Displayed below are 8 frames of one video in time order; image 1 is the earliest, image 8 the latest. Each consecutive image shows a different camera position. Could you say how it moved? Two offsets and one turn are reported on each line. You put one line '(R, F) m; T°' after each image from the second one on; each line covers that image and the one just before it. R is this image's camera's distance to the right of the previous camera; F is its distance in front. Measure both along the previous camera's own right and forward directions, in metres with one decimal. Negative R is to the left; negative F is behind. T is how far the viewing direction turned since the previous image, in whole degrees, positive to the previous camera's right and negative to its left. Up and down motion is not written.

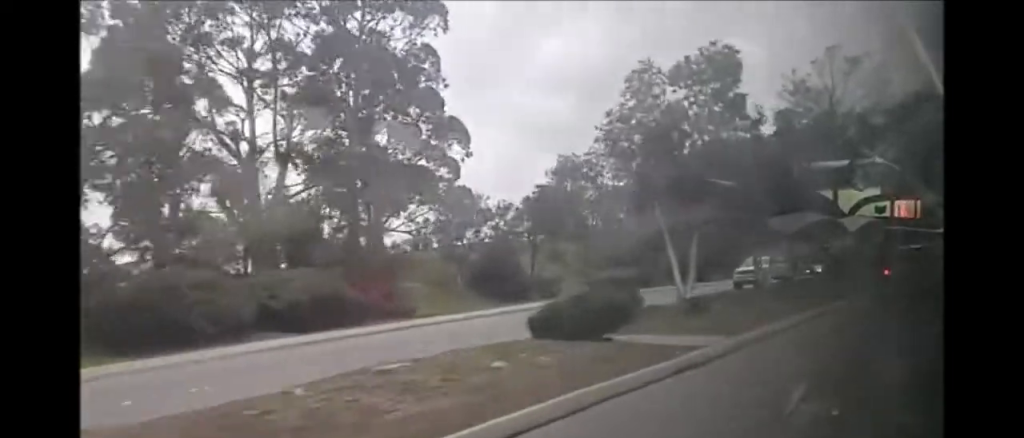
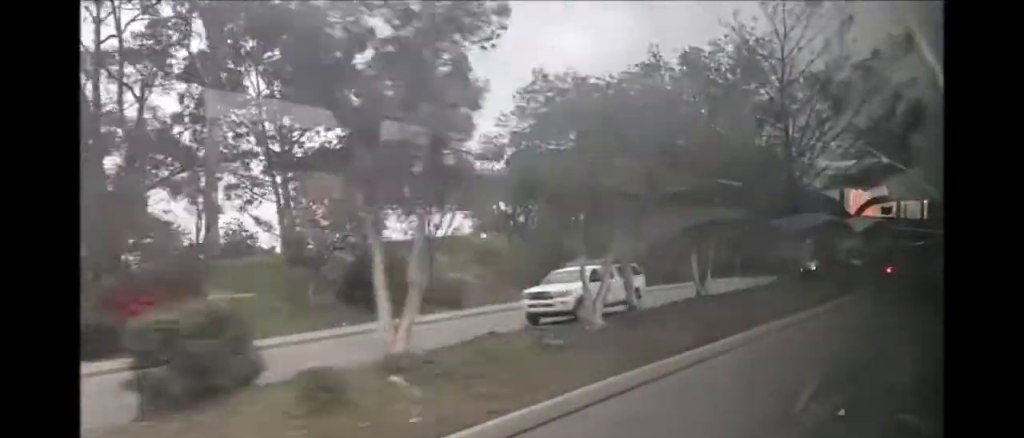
(+0.4, +10.9) m; +1°
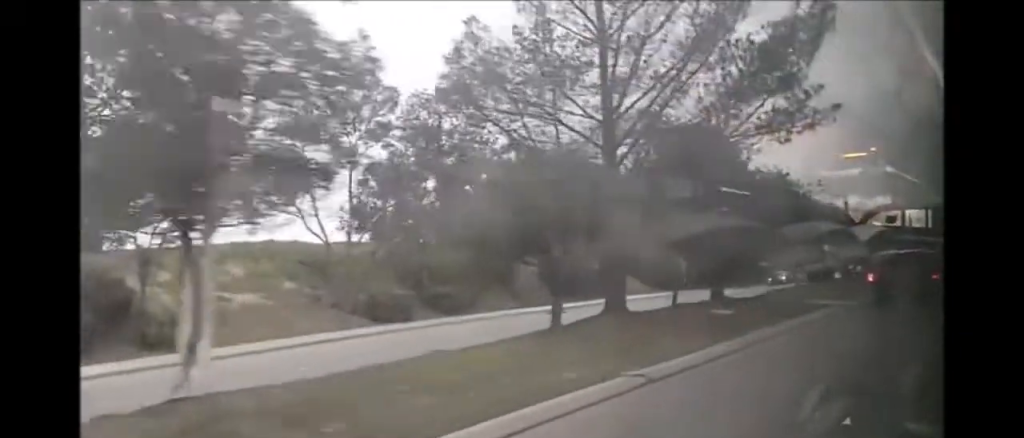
(+0.1, +15.1) m; -1°
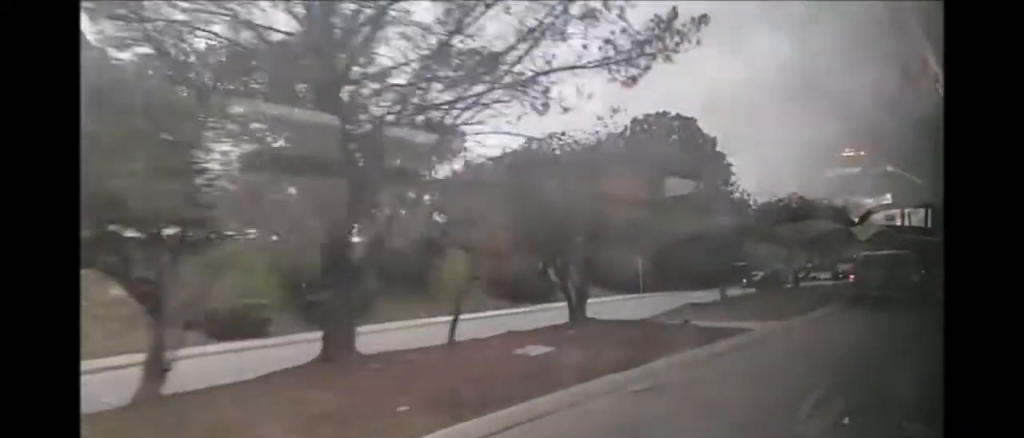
(-0.2, +8.0) m; -1°
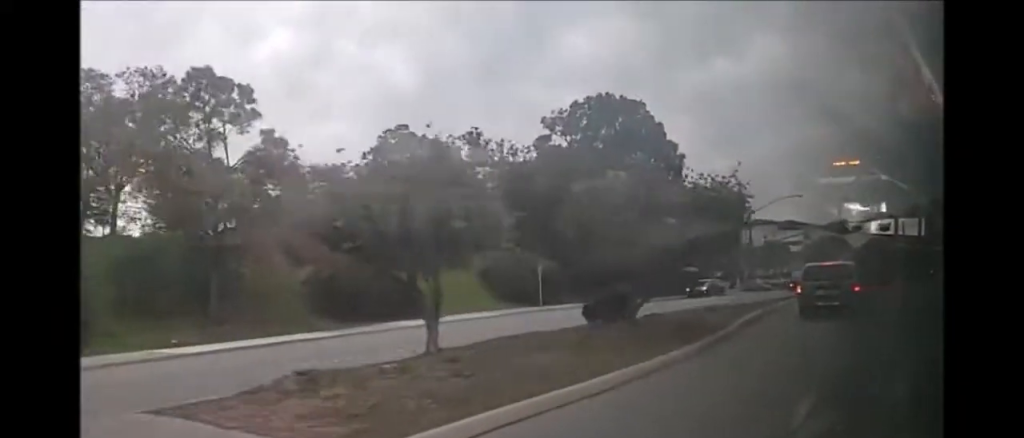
(+0.1, +13.2) m; 0°
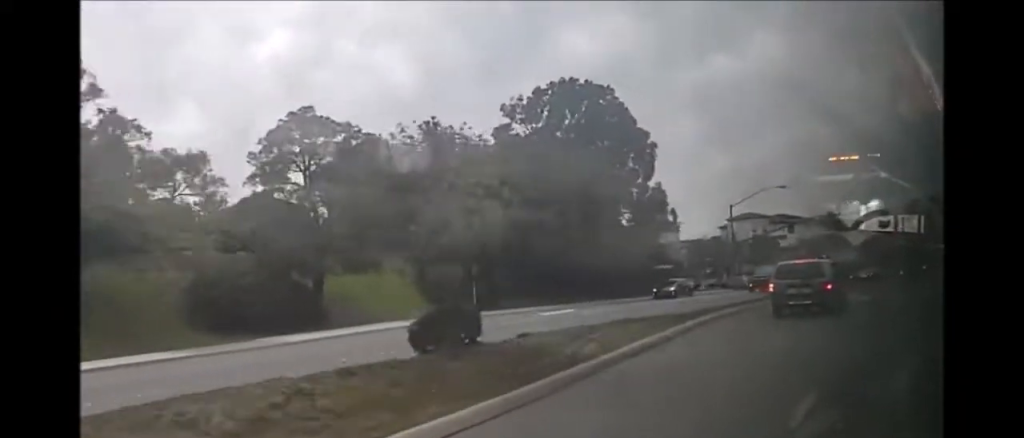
(-0.1, +6.5) m; -1°
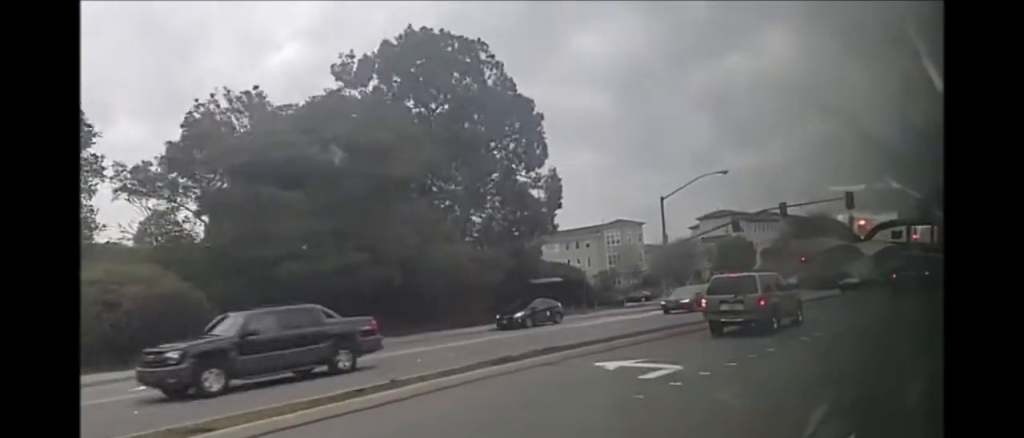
(+0.2, +20.1) m; 0°
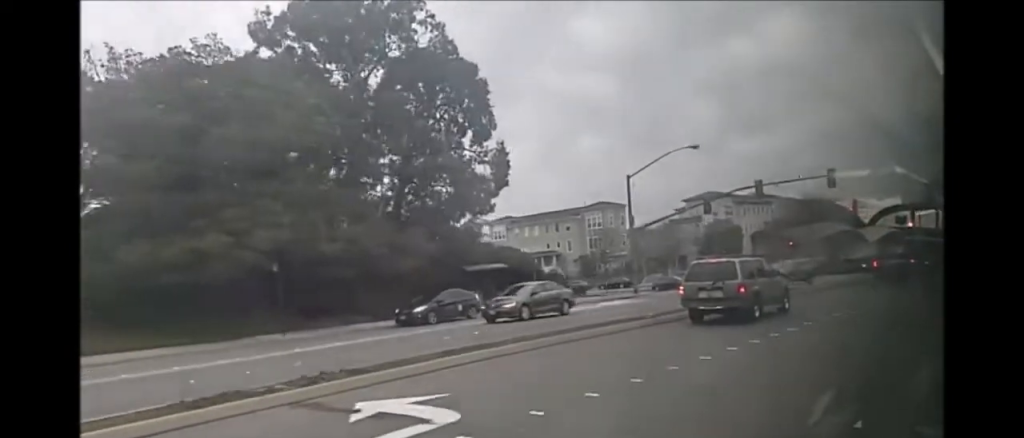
(-0.2, +6.5) m; -3°
